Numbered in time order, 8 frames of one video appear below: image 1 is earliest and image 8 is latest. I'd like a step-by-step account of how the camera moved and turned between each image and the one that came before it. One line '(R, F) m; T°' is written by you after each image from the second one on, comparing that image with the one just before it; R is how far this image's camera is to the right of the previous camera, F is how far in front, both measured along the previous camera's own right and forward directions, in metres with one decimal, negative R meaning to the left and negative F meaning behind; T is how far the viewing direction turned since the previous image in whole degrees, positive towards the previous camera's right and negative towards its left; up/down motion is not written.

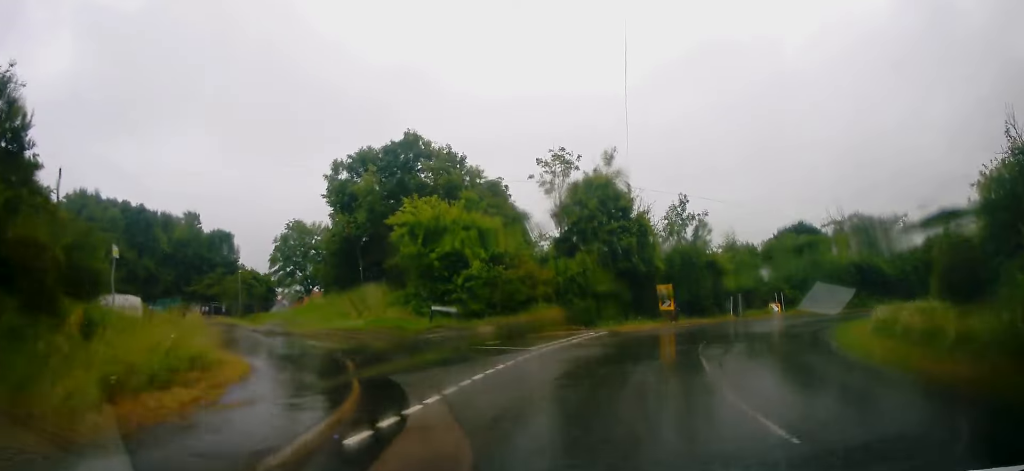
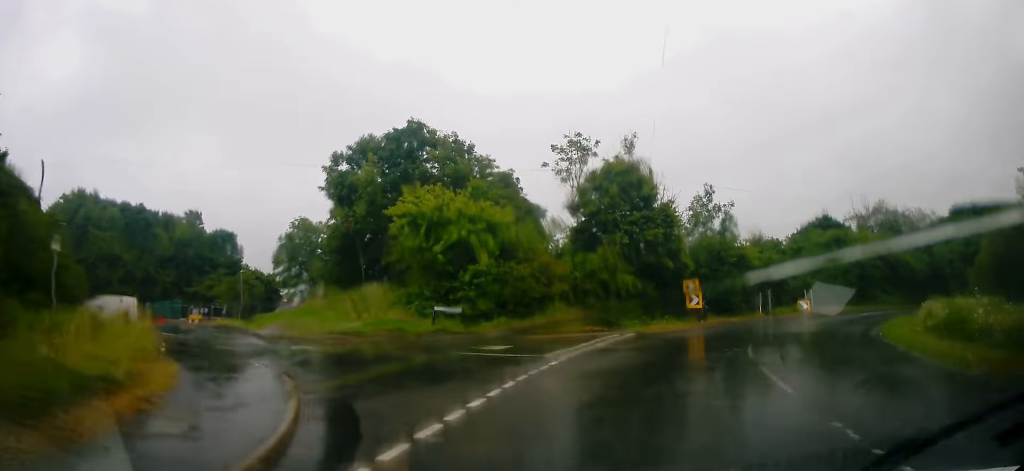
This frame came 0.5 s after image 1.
(+0.2, +3.4) m; -1°
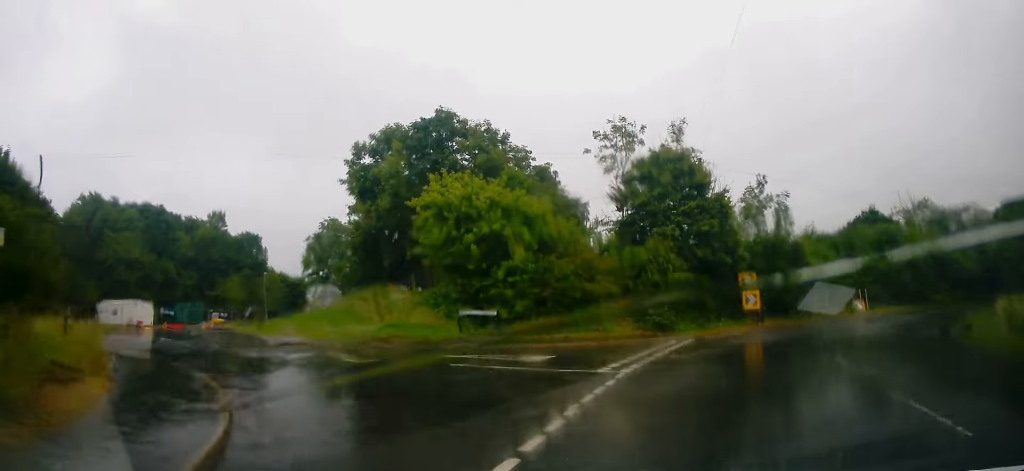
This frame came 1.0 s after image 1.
(-0.3, +3.3) m; -4°
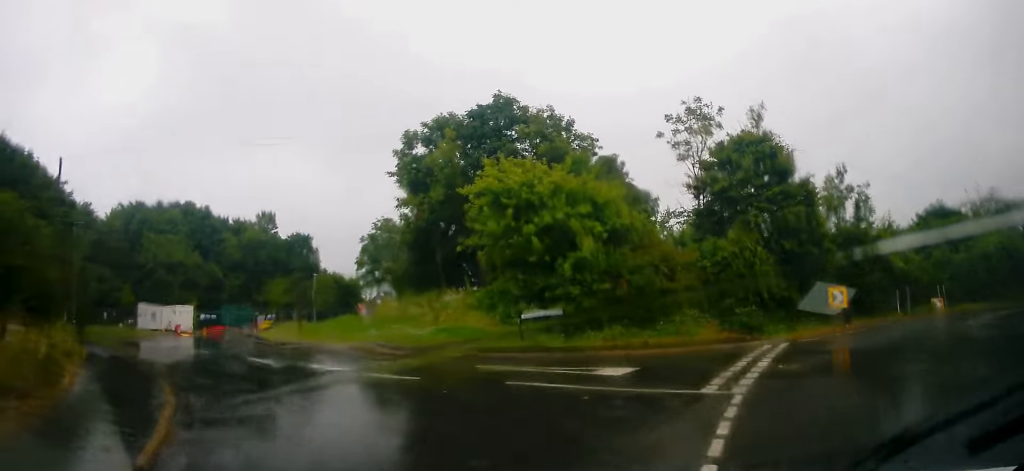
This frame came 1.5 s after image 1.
(-0.1, +3.3) m; -5°
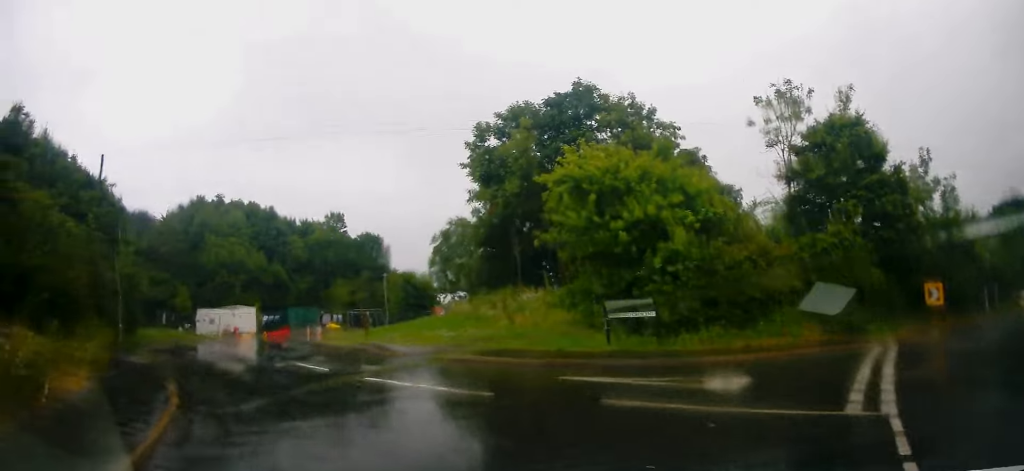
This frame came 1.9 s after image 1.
(0.0, +2.1) m; -9°
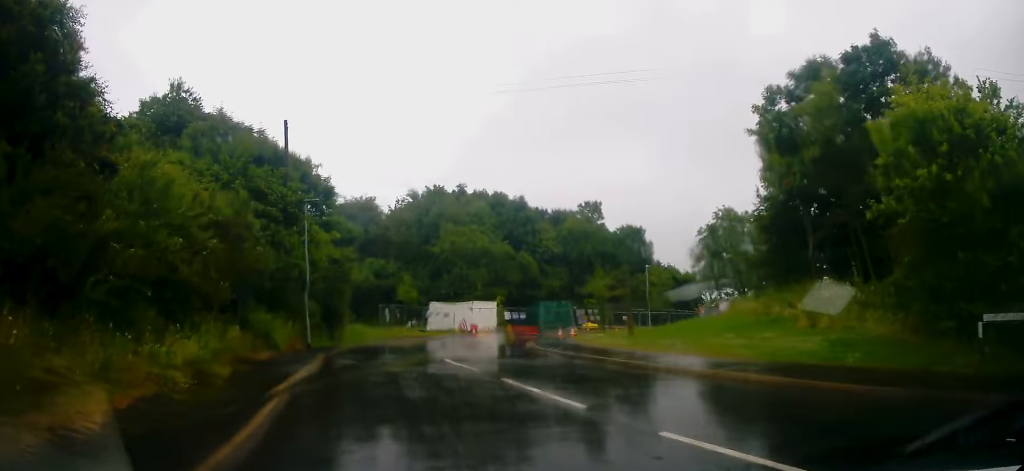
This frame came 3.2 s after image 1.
(-1.6, +5.8) m; -25°
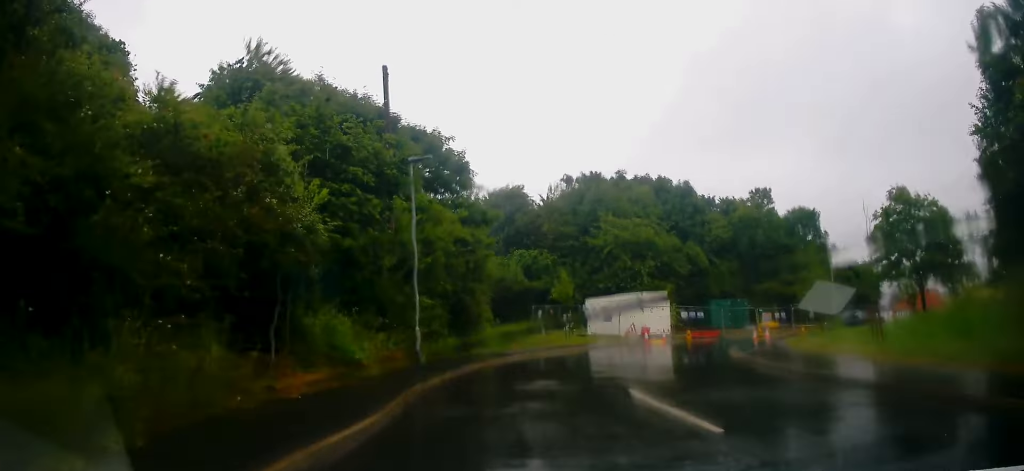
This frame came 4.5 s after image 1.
(-0.6, +7.4) m; -10°
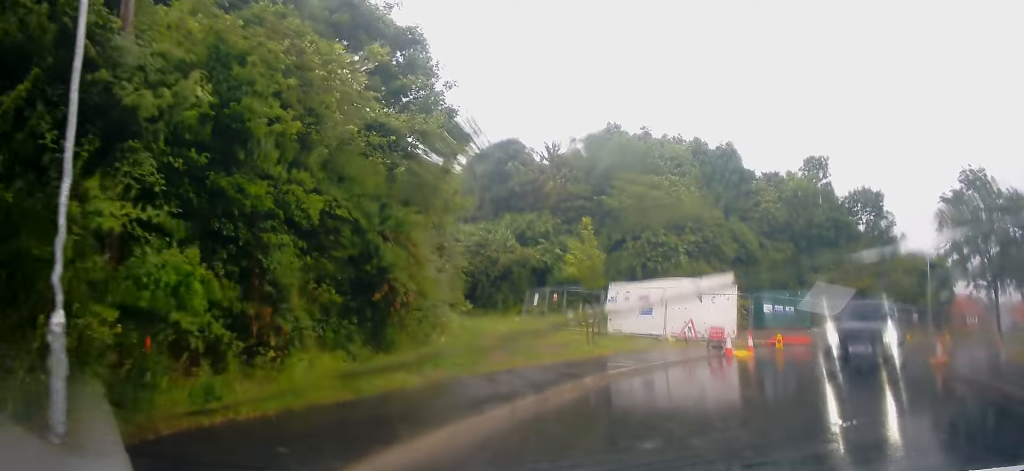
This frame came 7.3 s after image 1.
(-1.1, +14.6) m; +2°
